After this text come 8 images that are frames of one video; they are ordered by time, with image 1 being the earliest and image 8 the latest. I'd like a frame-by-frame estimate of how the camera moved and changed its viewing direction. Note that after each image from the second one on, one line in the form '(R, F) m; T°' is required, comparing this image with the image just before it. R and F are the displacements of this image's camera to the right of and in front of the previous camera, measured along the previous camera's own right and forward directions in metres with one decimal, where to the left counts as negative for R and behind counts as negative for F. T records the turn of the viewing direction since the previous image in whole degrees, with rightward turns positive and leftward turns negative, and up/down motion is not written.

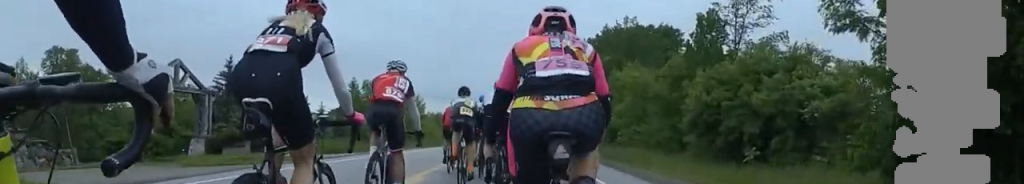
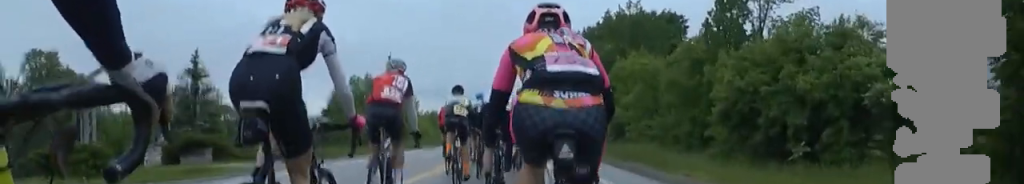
(-0.1, +5.6) m; -1°
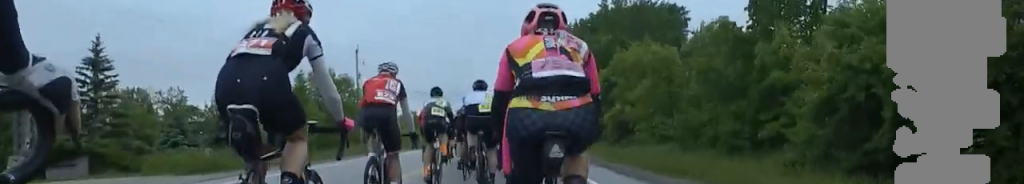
(-0.1, +10.6) m; 0°
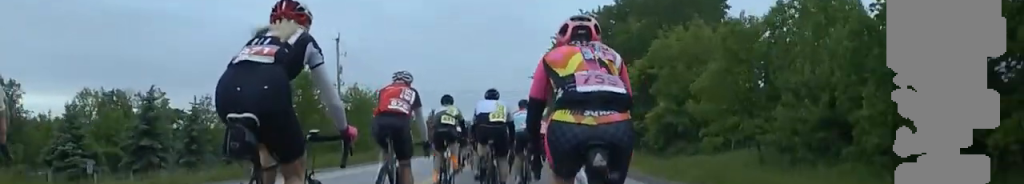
(0.0, +13.5) m; 0°
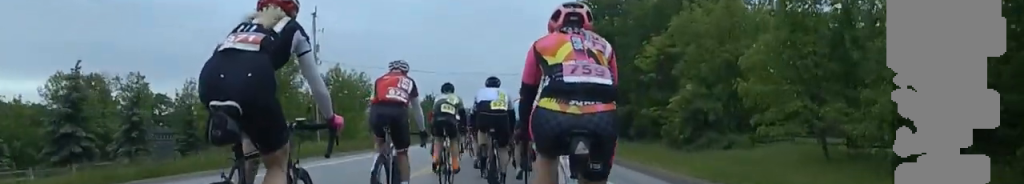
(0.0, +7.2) m; 0°
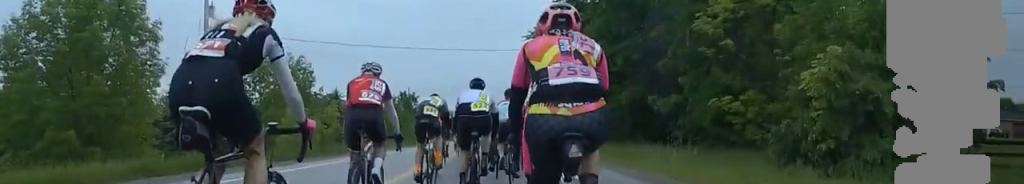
(0.0, +18.0) m; 0°
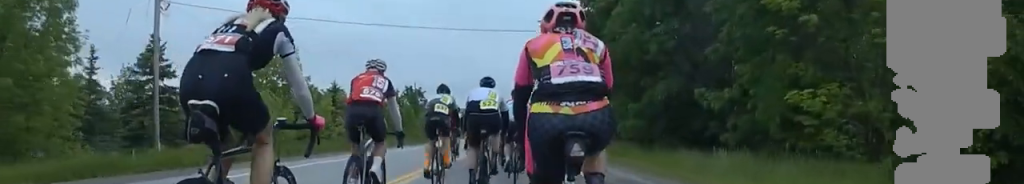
(0.0, +6.6) m; -1°
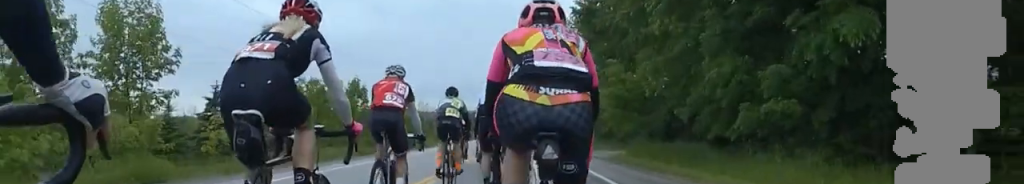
(-0.3, +18.5) m; -1°
